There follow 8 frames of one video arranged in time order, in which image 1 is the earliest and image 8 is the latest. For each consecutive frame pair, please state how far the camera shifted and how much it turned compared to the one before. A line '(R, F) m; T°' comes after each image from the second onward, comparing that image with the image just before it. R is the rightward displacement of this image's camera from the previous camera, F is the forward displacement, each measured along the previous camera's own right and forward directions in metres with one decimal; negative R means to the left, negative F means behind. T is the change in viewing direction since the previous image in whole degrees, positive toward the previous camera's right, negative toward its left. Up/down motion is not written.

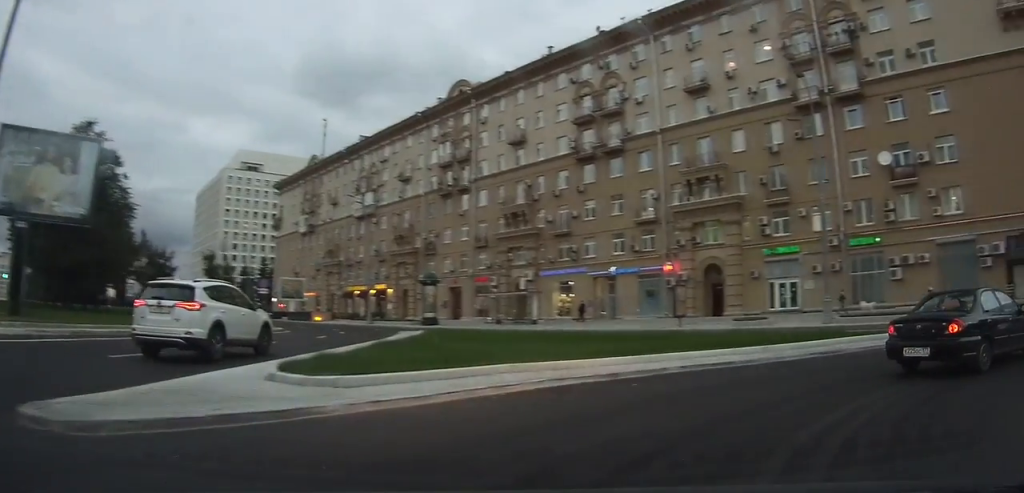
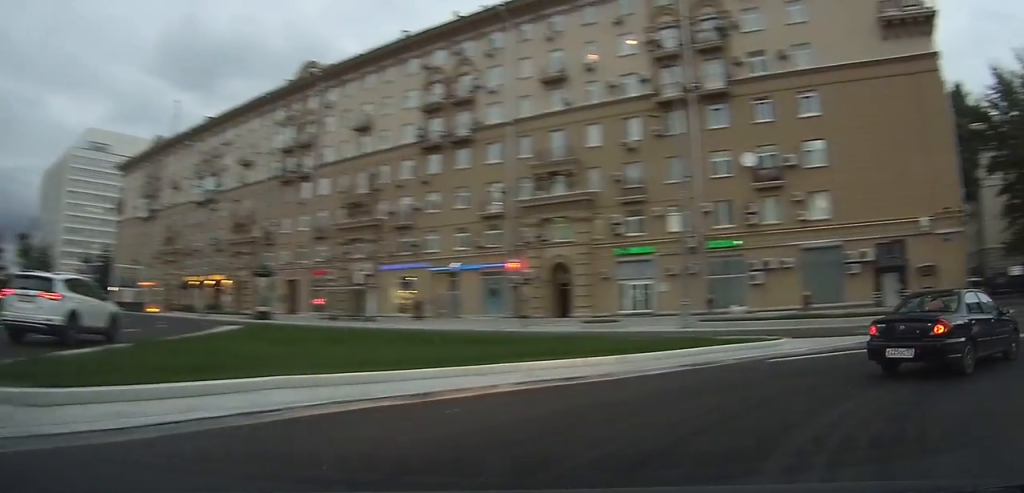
(+0.2, +2.7) m; +12°
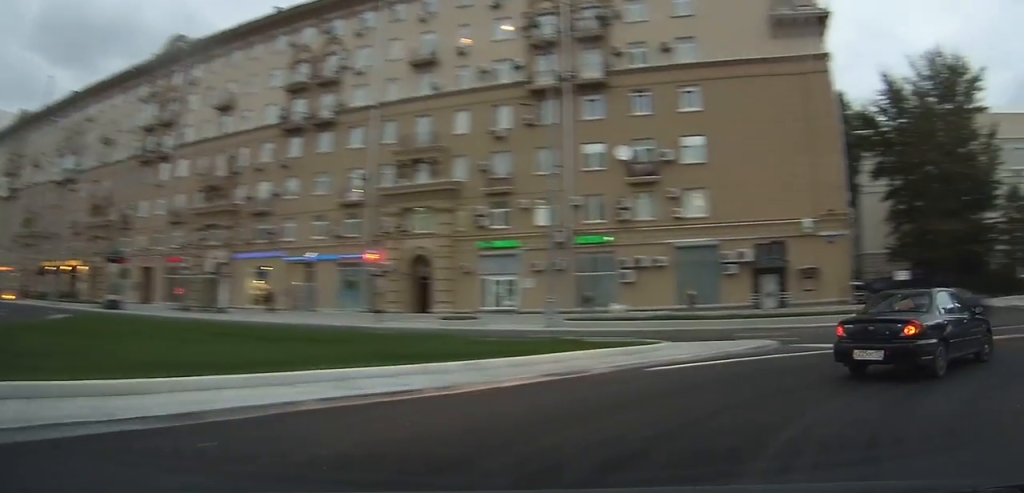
(+0.3, +2.3) m; +10°
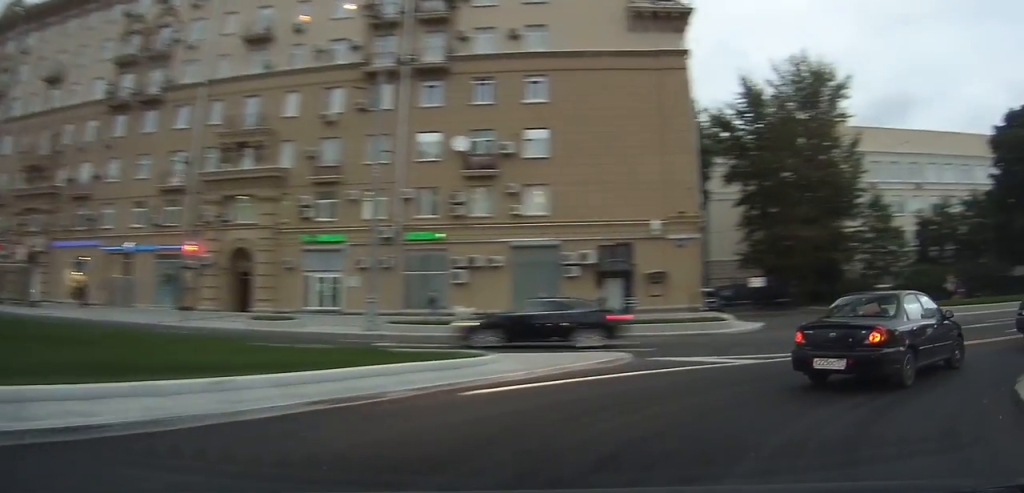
(+0.2, +2.7) m; +13°
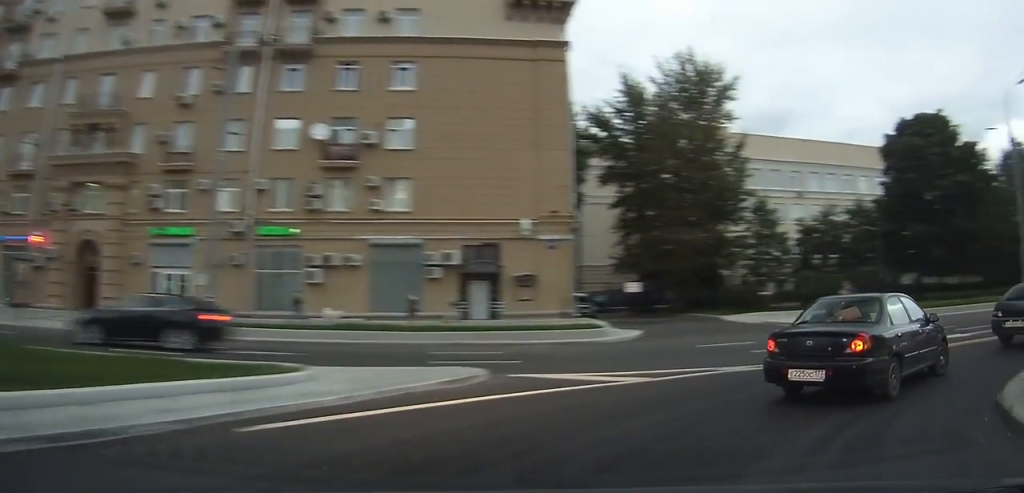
(+0.4, +2.3) m; +11°
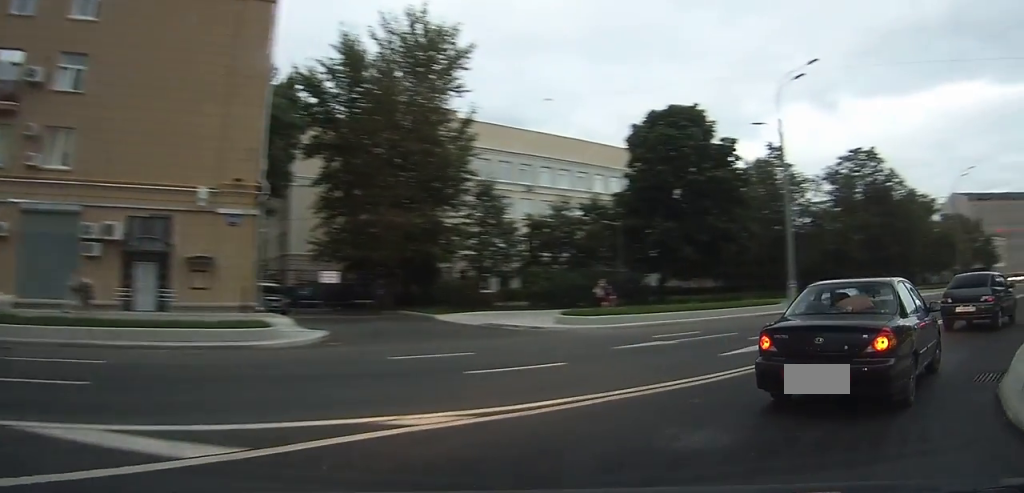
(+1.3, +5.6) m; +30°
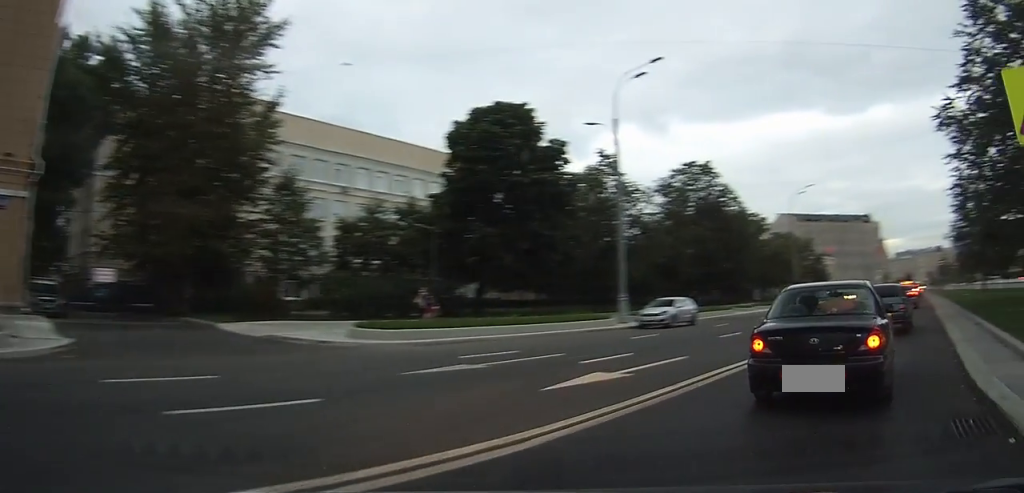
(+0.8, +3.4) m; +22°
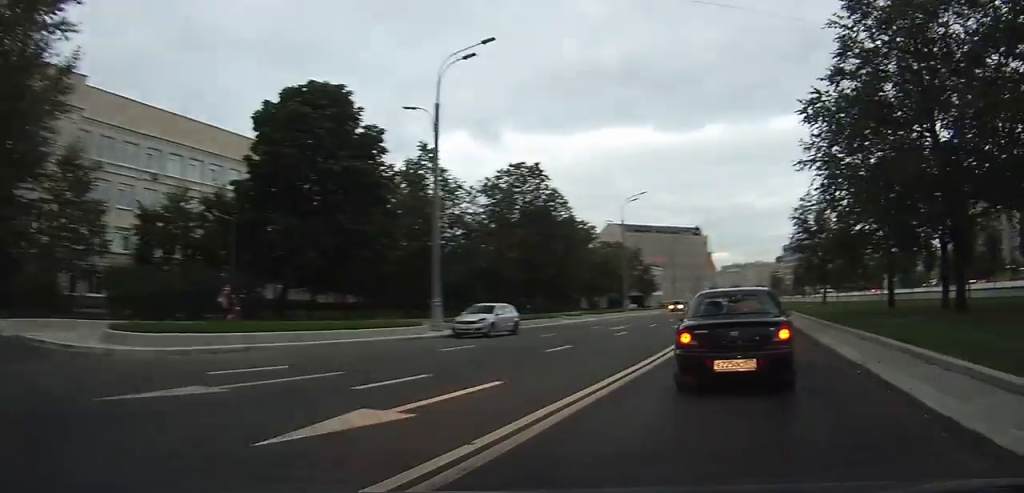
(+0.7, +3.5) m; +18°
